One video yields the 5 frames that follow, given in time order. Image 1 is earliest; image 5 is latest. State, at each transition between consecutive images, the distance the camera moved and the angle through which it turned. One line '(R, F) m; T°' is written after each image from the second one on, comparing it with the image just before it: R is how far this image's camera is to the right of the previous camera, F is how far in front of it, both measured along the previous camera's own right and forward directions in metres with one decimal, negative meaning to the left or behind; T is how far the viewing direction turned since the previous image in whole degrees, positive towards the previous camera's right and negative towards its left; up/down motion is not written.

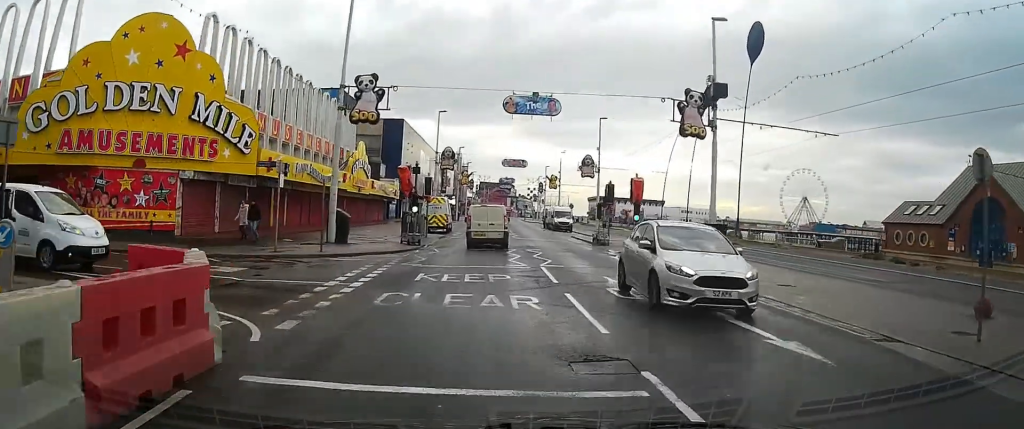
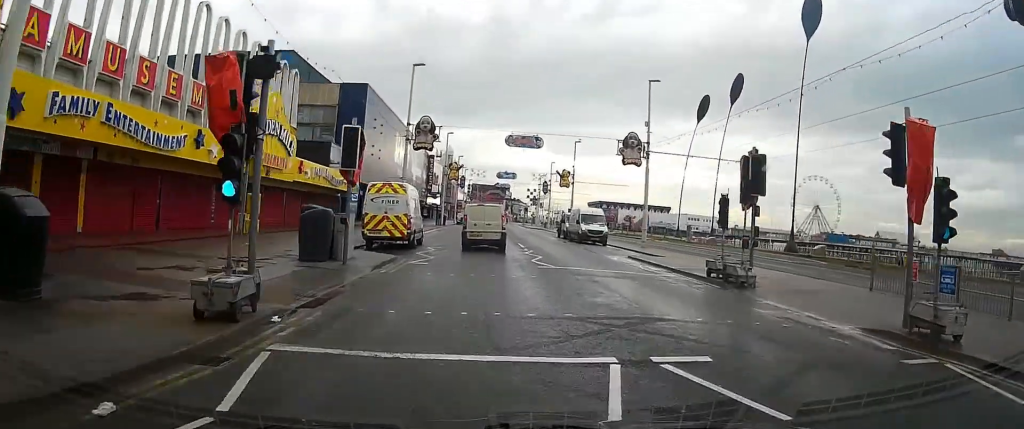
(+0.1, +20.1) m; 0°
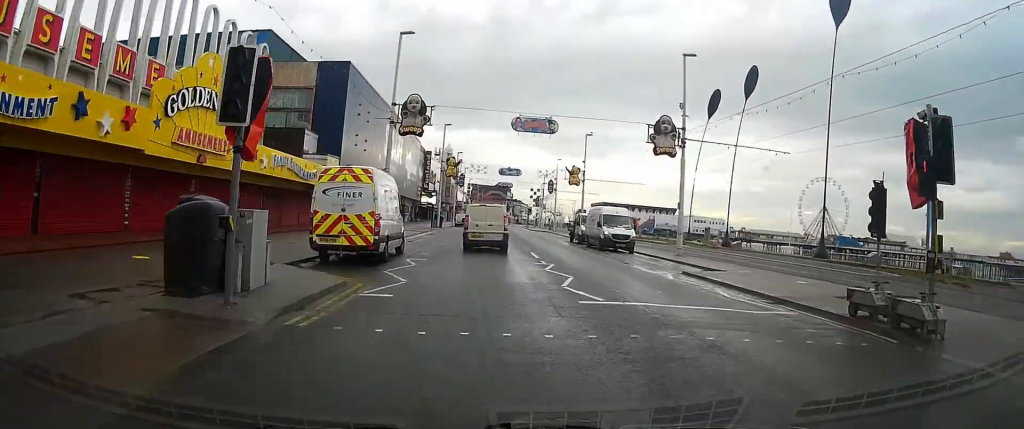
(0.0, +7.5) m; 0°
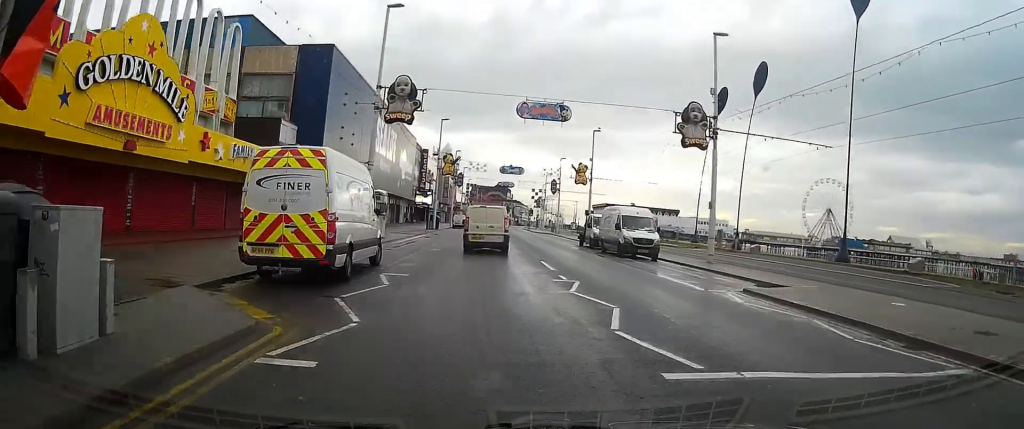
(0.0, +5.0) m; 0°
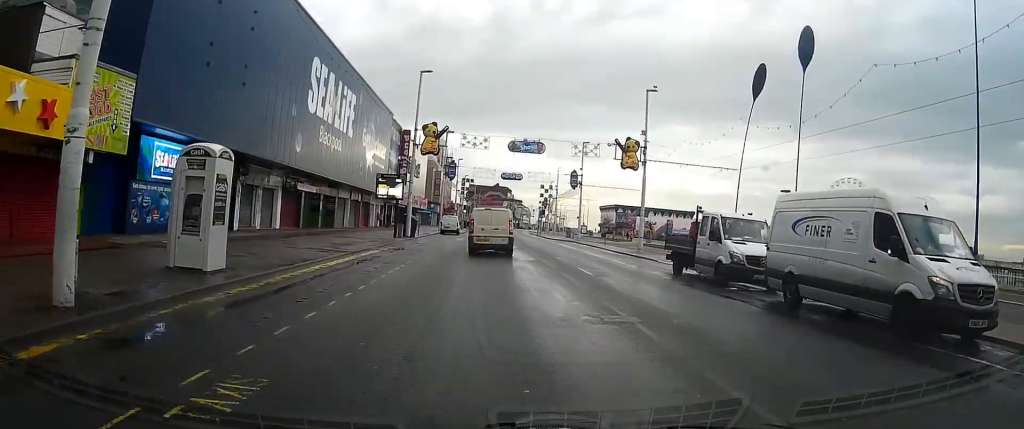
(+0.1, +21.2) m; +1°
